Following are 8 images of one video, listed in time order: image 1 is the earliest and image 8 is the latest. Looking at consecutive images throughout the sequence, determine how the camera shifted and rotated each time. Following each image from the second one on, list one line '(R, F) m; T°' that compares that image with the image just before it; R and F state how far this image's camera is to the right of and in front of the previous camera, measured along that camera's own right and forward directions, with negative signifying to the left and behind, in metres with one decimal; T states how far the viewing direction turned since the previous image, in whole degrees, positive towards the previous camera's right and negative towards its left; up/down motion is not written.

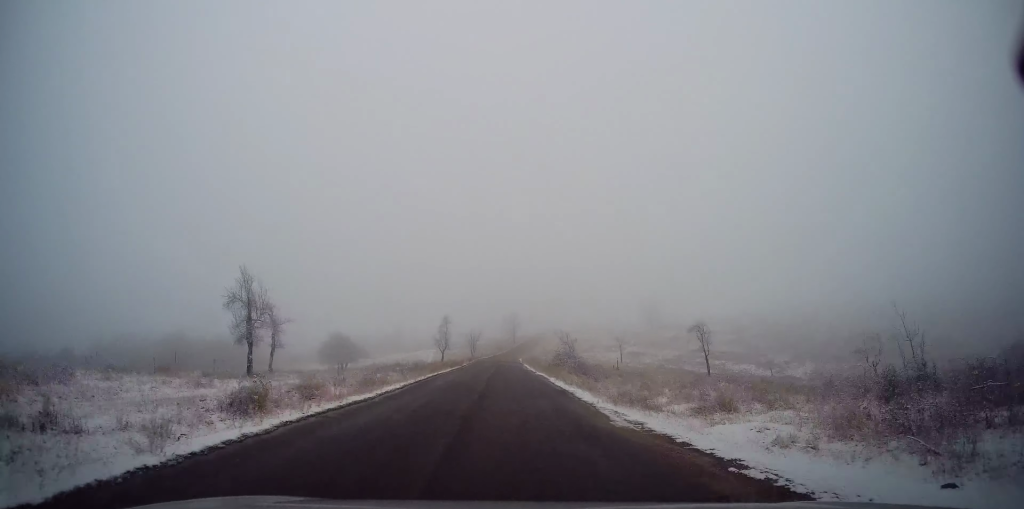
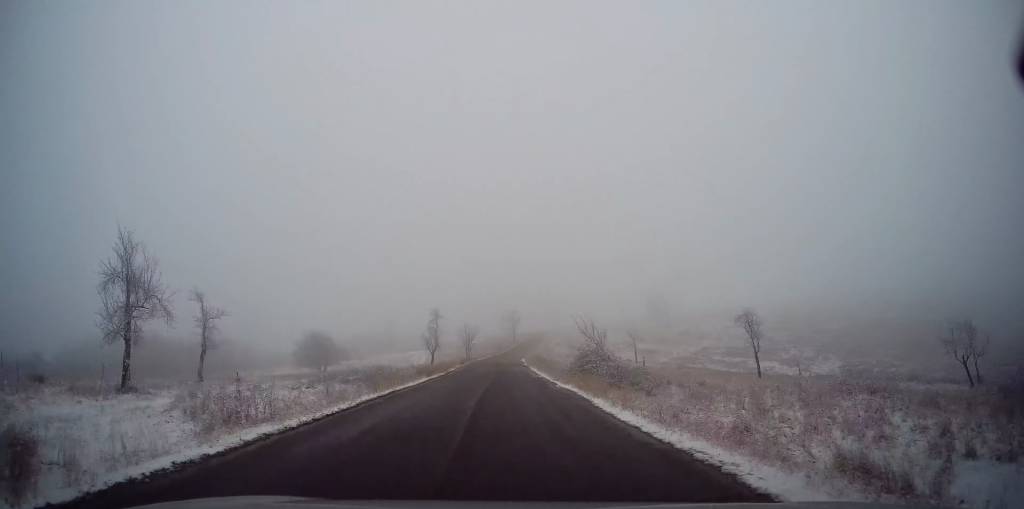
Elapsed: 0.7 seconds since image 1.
(+0.1, +11.2) m; 0°
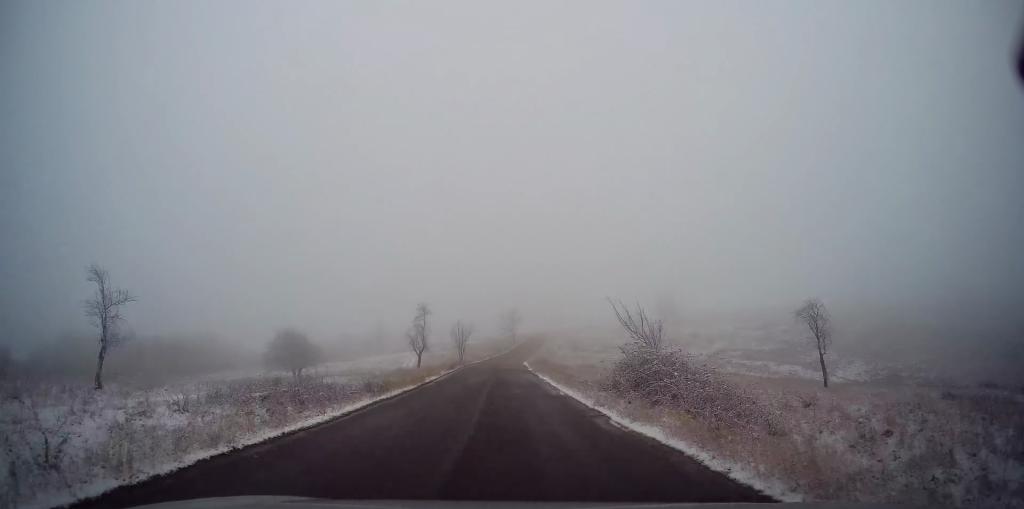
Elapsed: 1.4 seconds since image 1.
(0.0, +10.0) m; 0°
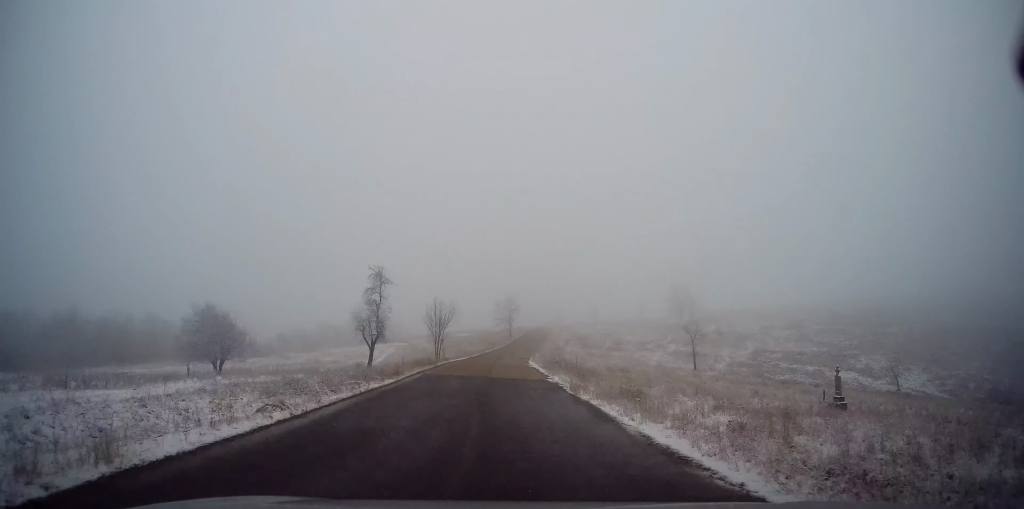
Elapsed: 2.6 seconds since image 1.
(-0.2, +20.2) m; +1°
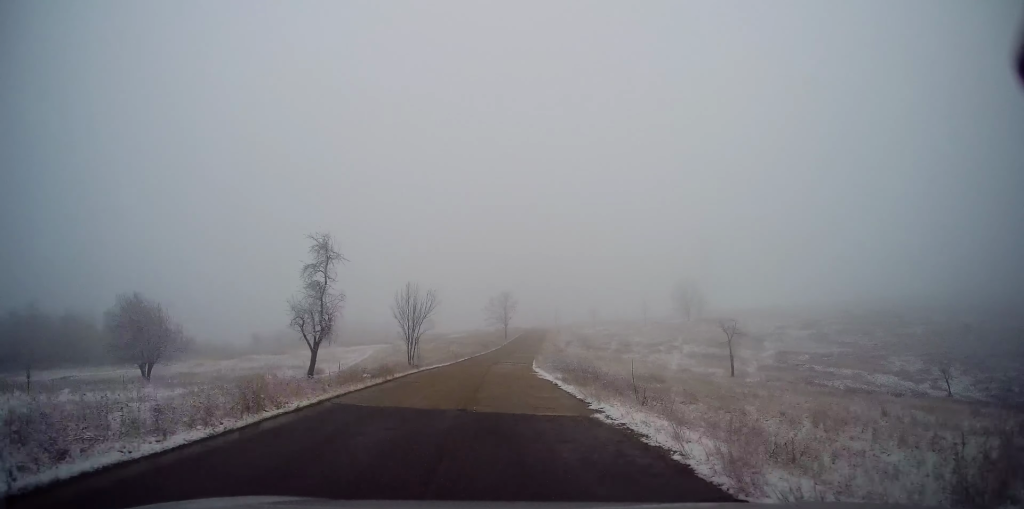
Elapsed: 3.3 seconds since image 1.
(+0.2, +11.3) m; 0°
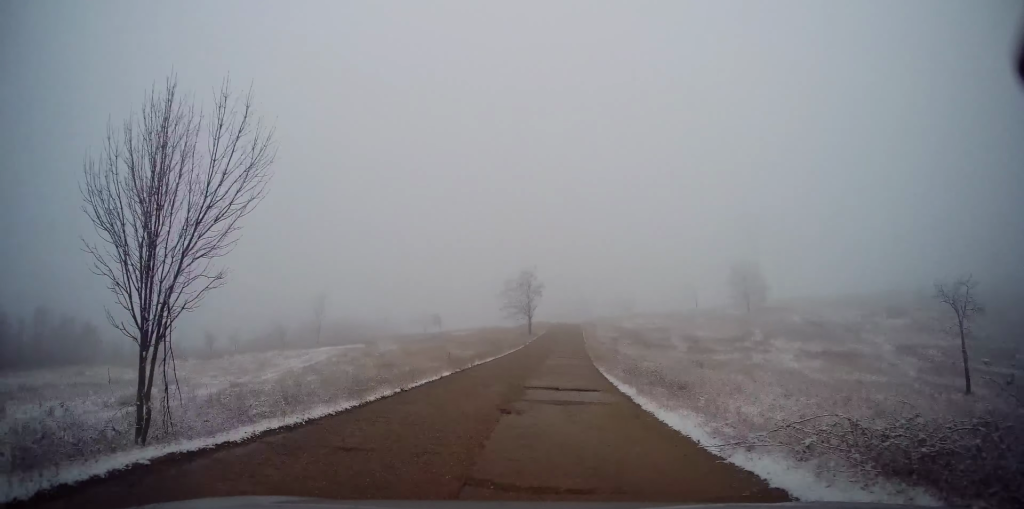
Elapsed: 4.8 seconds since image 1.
(0.0, +26.1) m; 0°
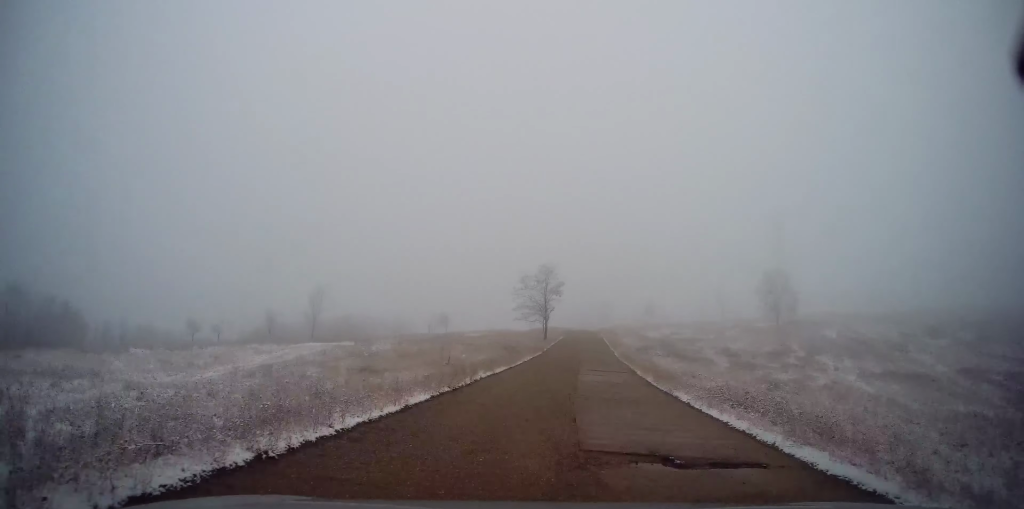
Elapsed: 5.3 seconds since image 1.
(+0.1, +9.0) m; 0°
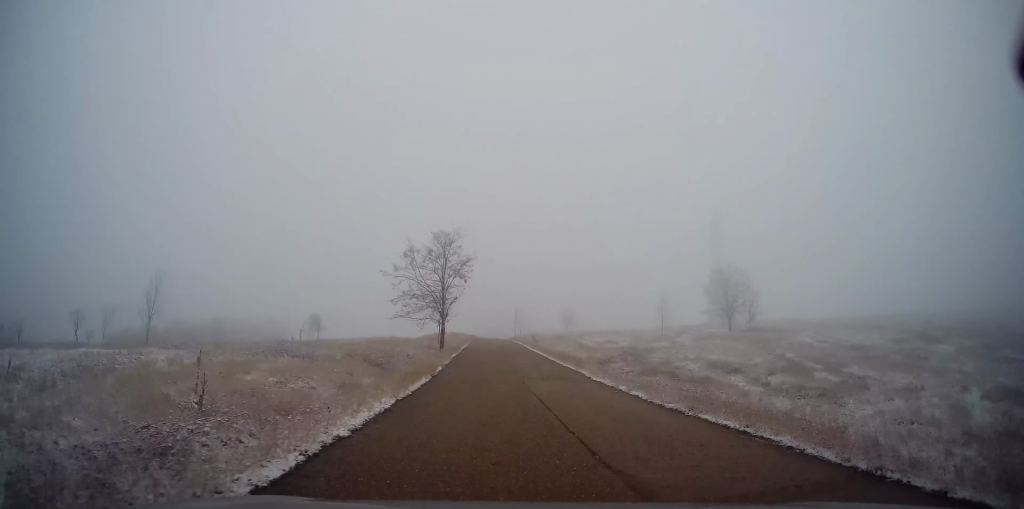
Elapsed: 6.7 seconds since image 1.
(+0.3, +23.0) m; +6°
